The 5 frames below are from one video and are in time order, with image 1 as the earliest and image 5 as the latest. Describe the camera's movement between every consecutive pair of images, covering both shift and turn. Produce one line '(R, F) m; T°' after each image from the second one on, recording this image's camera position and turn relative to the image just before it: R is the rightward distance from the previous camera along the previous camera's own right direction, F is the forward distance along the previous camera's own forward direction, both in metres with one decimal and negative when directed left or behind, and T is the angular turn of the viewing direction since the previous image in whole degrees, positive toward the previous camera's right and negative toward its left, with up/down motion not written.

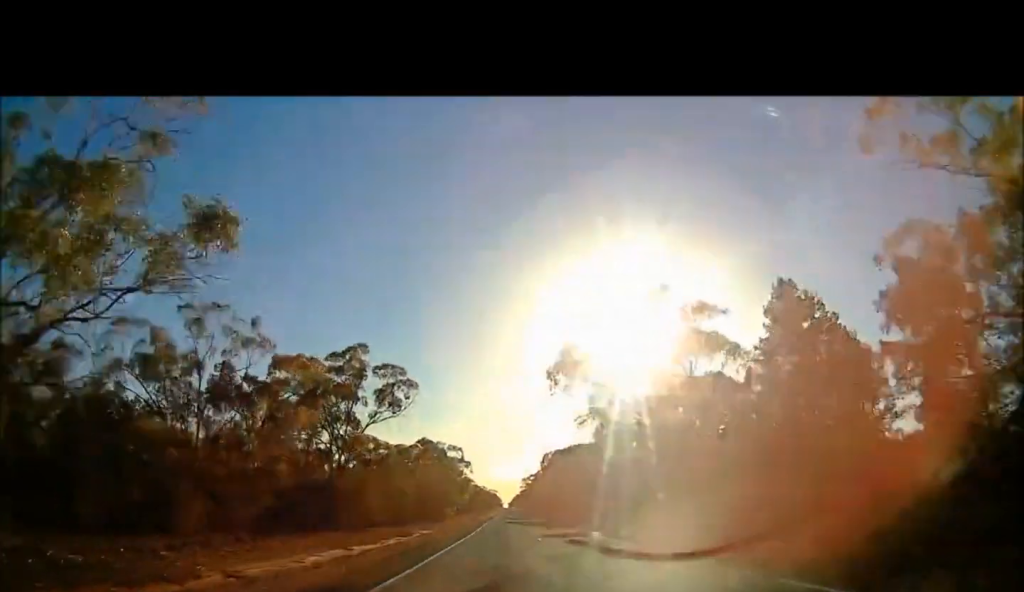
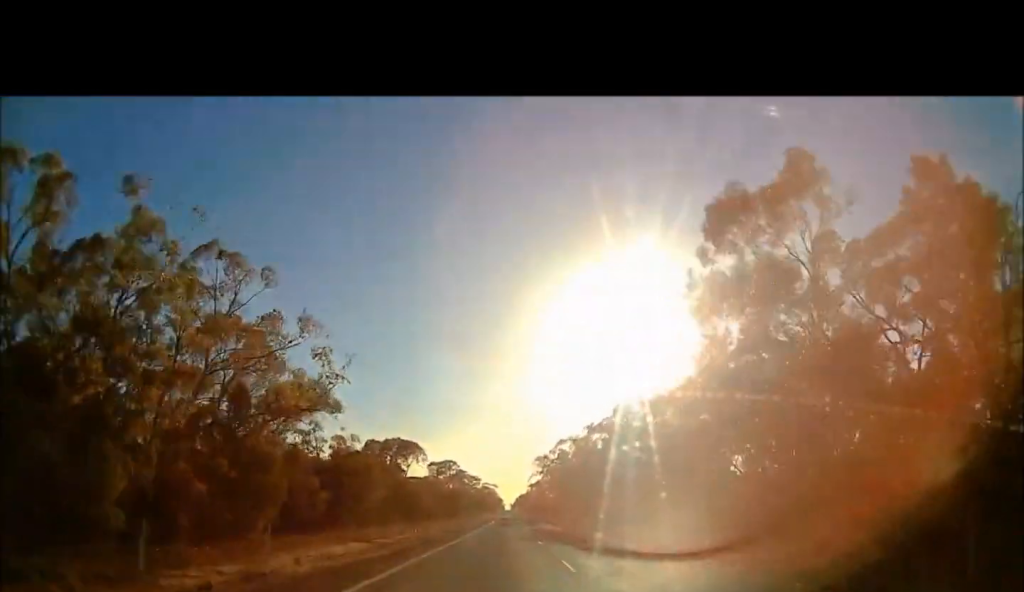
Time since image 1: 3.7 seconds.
(-2.2, +115.0) m; 0°
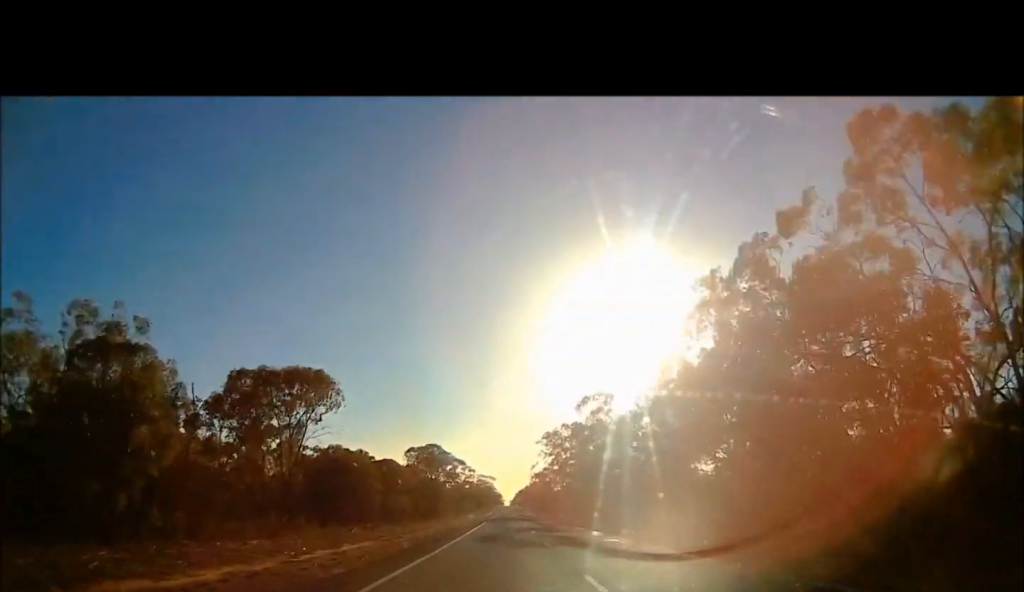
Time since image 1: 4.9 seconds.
(+1.0, +43.6) m; +3°
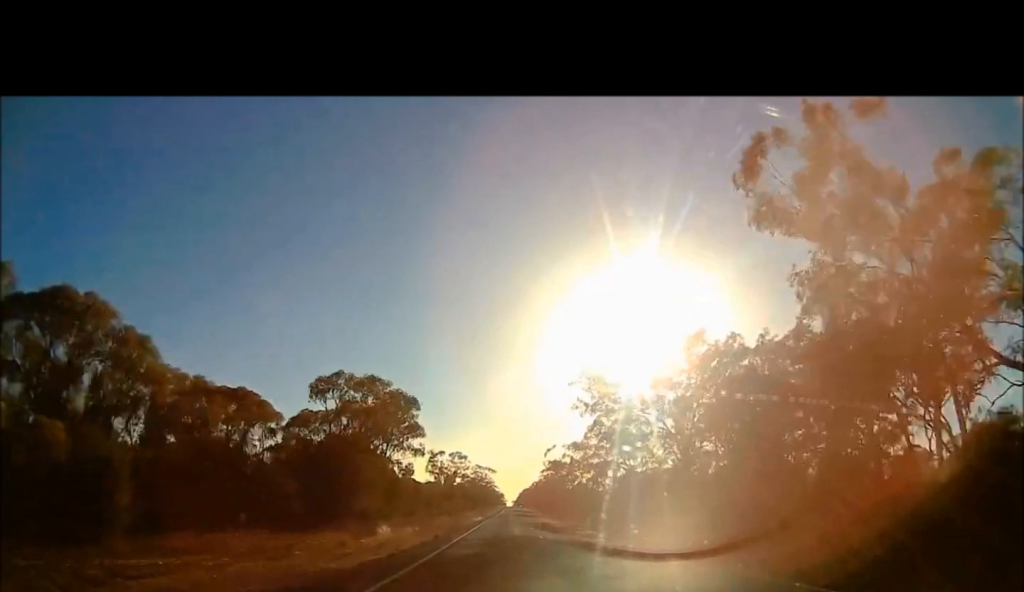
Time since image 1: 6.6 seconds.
(-1.8, +68.6) m; -3°
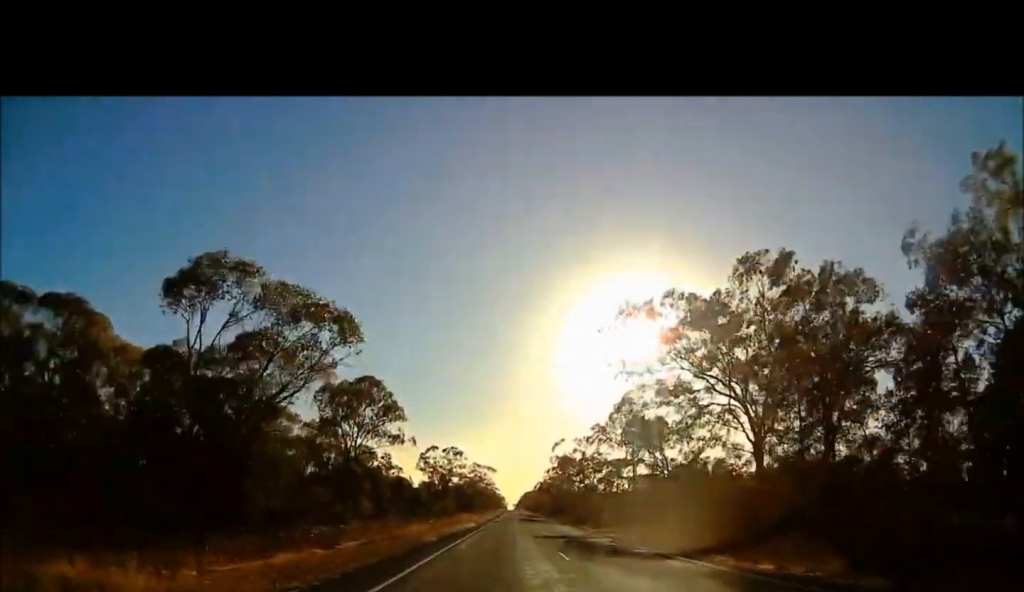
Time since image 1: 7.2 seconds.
(-1.1, +21.6) m; +1°
